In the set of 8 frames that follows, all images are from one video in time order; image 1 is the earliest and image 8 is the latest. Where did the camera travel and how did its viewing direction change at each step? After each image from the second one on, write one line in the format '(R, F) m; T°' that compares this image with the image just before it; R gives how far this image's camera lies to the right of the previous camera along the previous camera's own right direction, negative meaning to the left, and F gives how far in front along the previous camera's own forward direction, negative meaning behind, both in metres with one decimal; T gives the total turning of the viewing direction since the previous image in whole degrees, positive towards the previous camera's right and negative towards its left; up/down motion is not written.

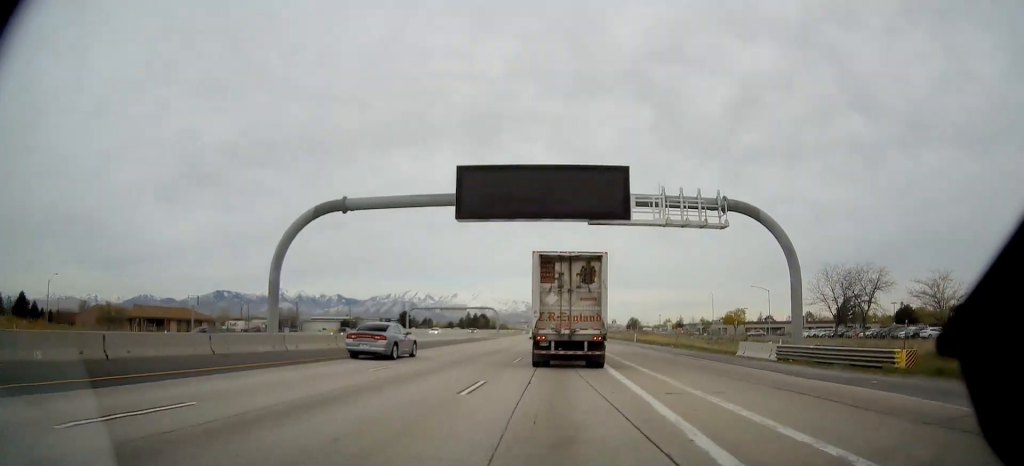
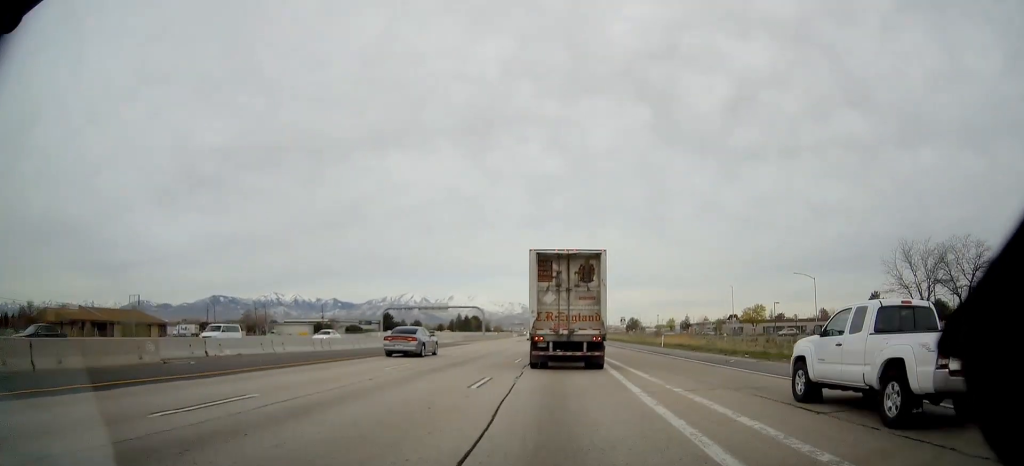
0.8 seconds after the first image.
(+0.1, +22.3) m; 0°
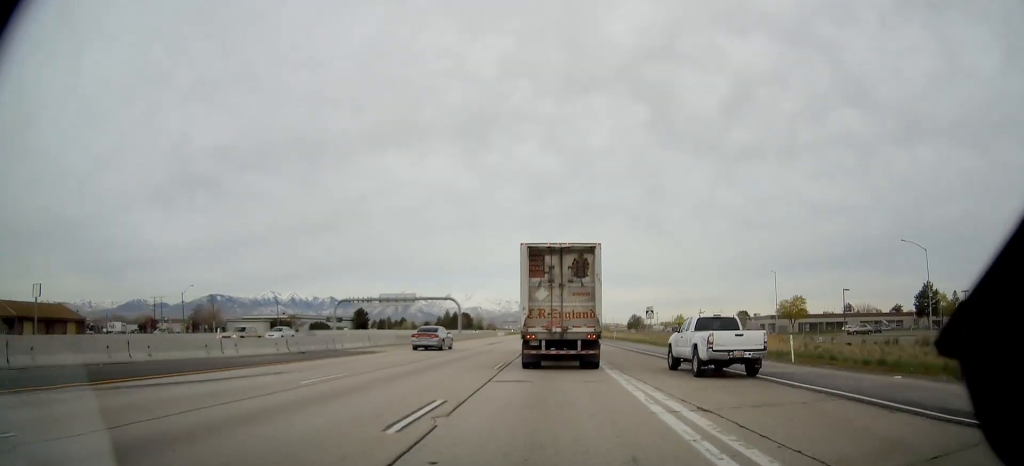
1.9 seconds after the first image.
(0.0, +30.5) m; 0°
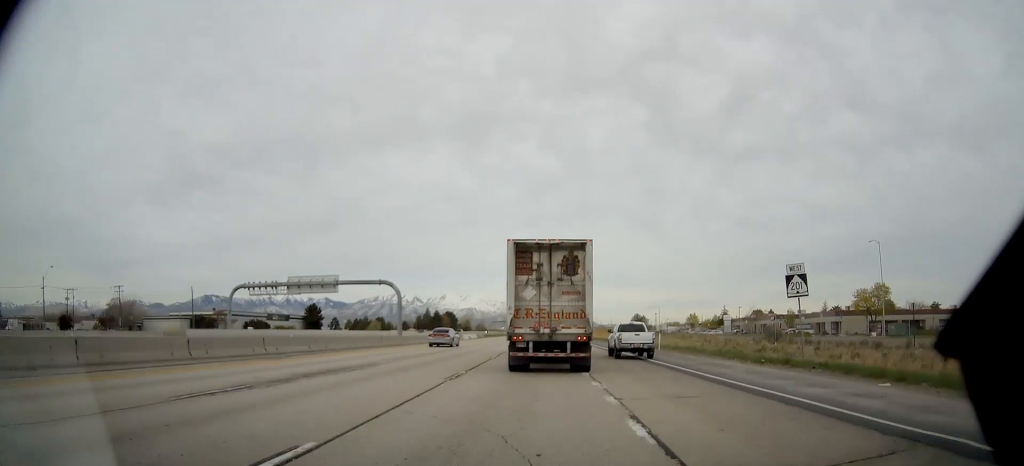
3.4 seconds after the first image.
(0.0, +40.0) m; +1°
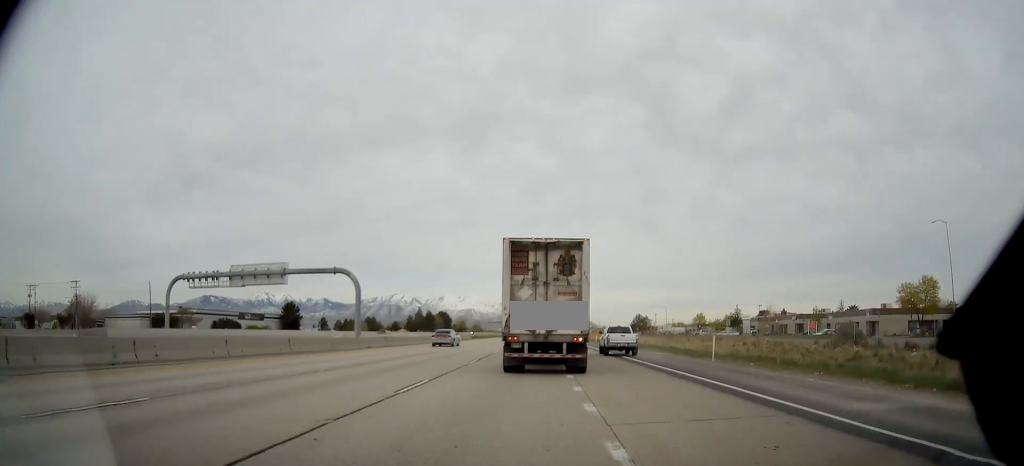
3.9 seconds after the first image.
(+0.2, +15.2) m; 0°
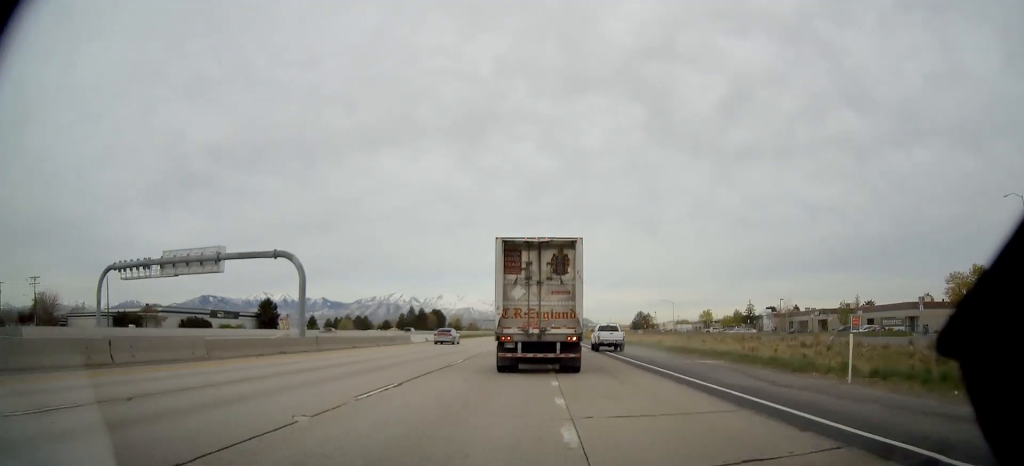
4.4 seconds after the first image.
(+0.1, +13.4) m; 0°
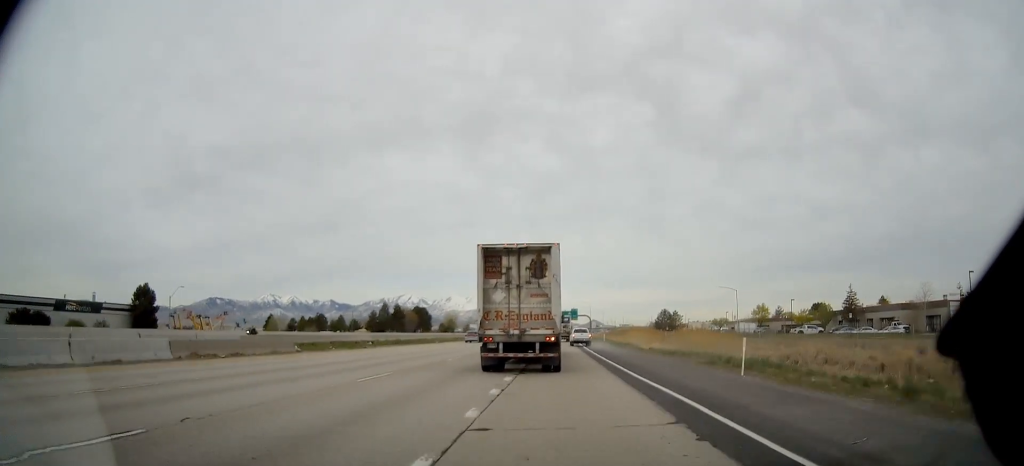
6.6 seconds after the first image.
(-0.9, +55.8) m; -1°
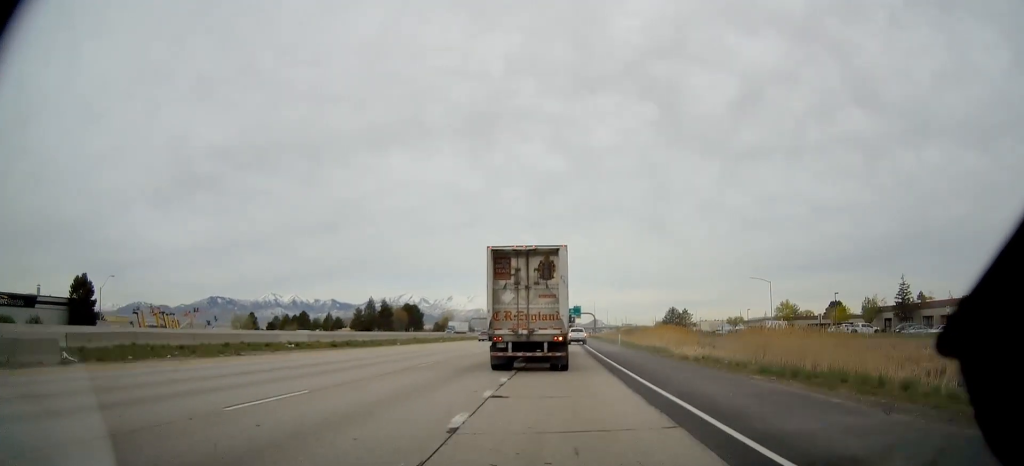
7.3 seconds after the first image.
(+0.1, +18.7) m; 0°
